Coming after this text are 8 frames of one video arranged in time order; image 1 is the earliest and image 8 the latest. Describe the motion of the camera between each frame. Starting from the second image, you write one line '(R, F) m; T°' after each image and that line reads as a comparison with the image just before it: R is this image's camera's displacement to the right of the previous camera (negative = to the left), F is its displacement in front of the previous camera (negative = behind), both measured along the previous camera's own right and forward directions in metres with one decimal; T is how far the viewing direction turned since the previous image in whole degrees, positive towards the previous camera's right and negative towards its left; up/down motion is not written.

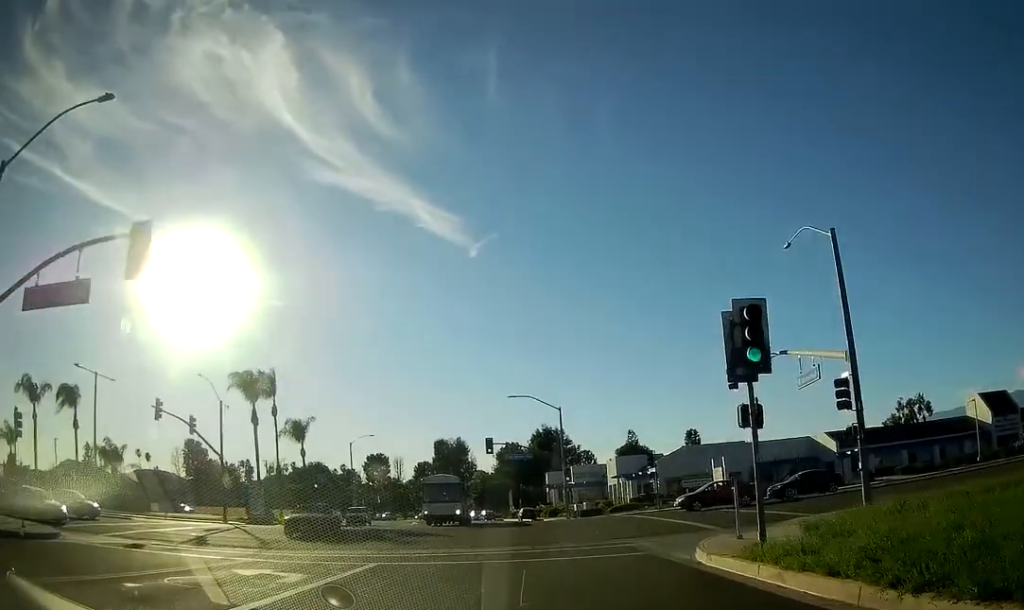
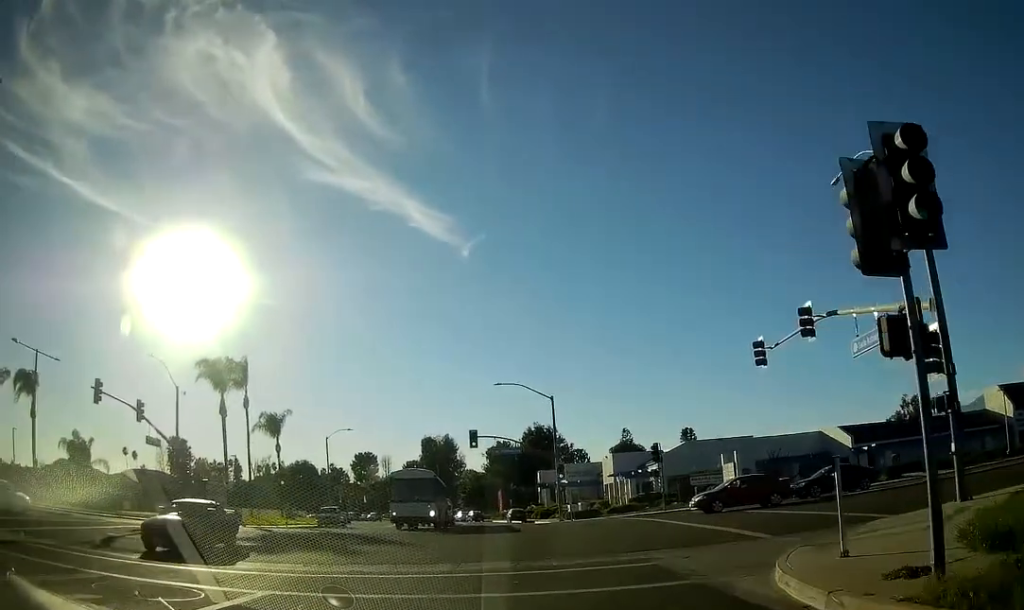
(-0.1, +6.4) m; 0°
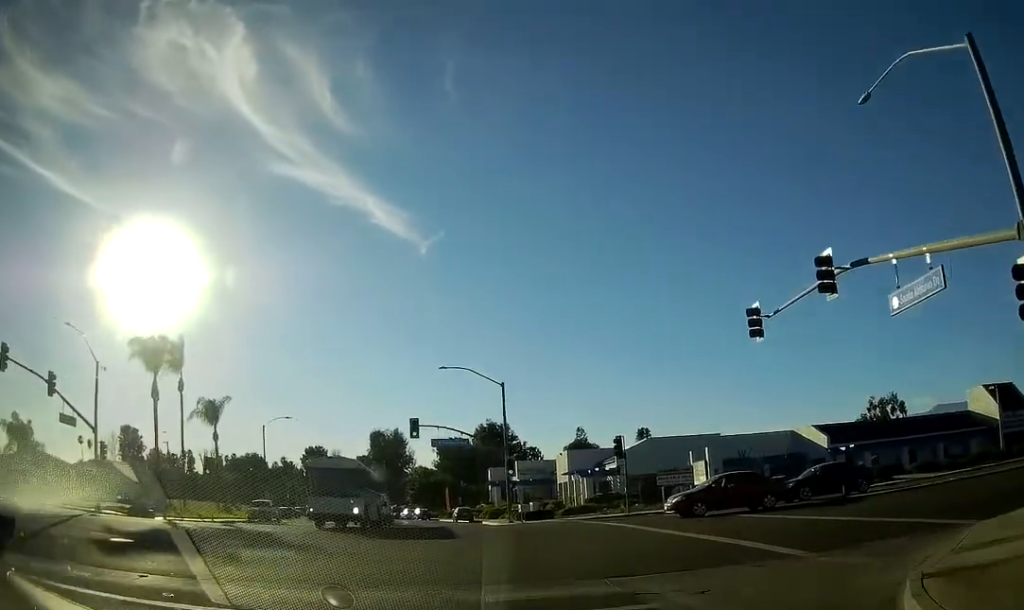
(0.0, +6.5) m; +4°
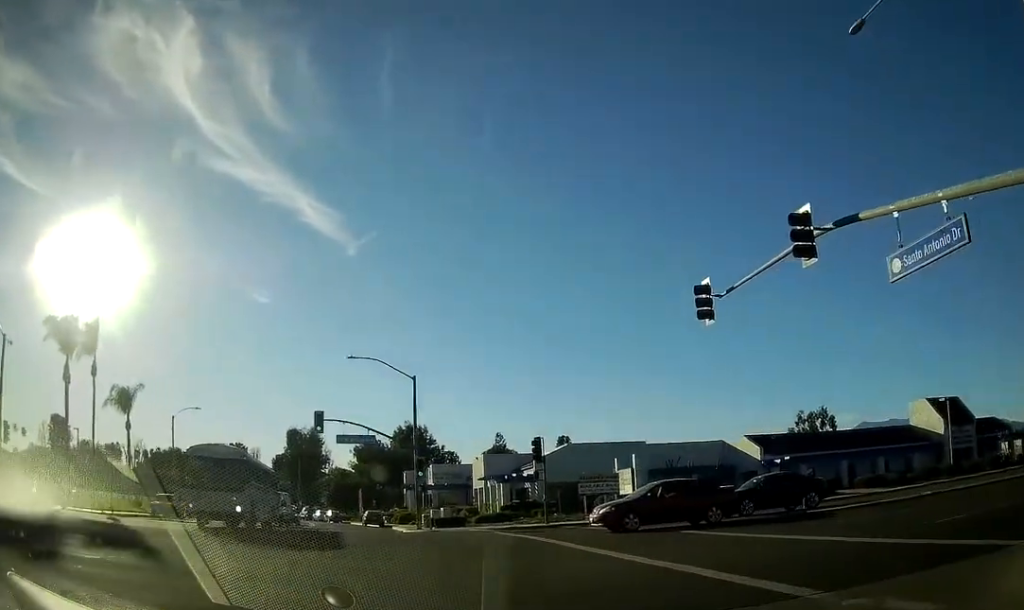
(+0.2, +4.8) m; +7°
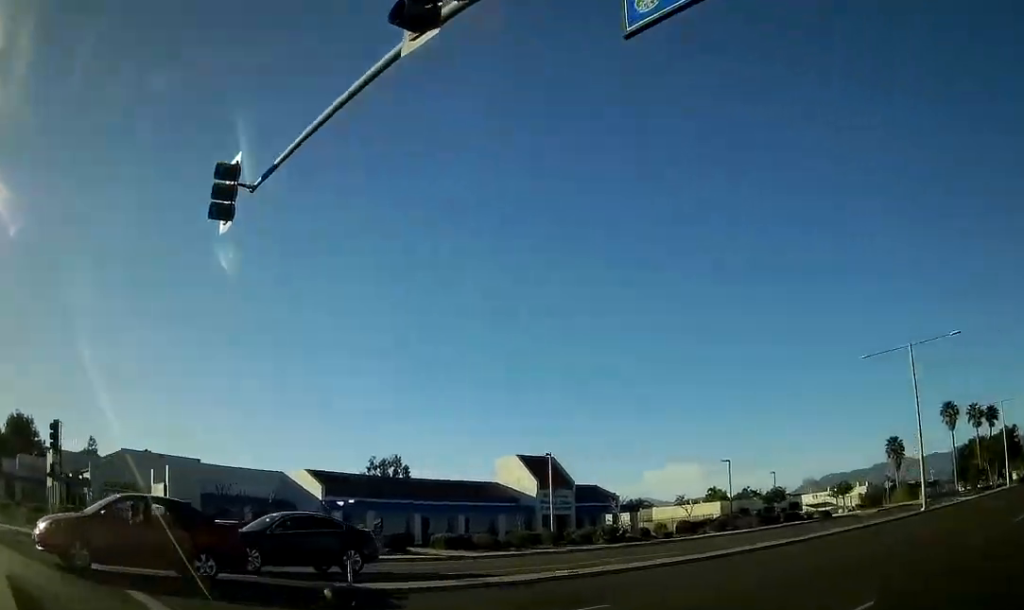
(+2.5, +11.0) m; +29°
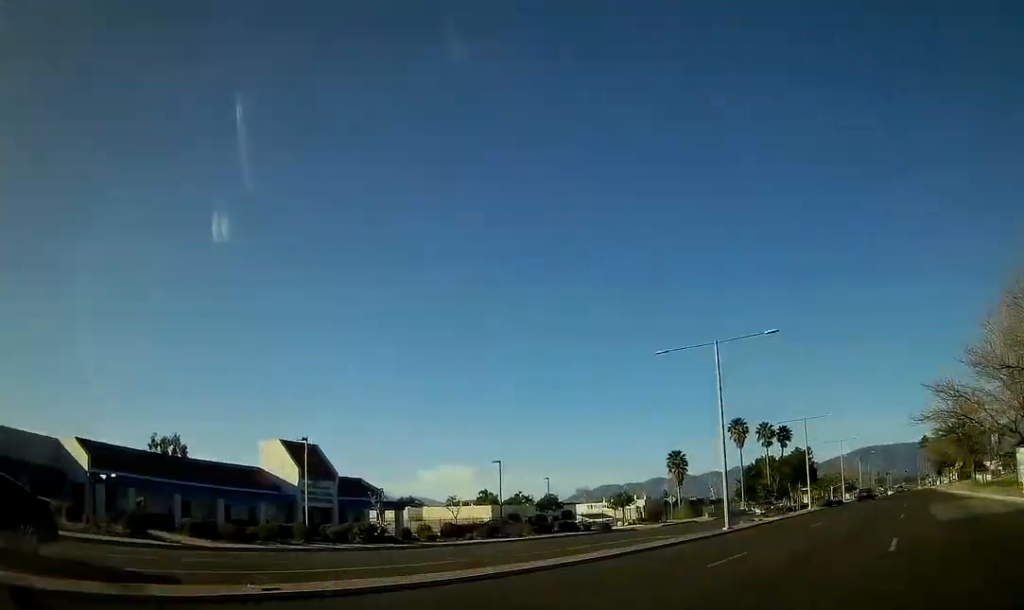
(+0.6, +5.0) m; +16°
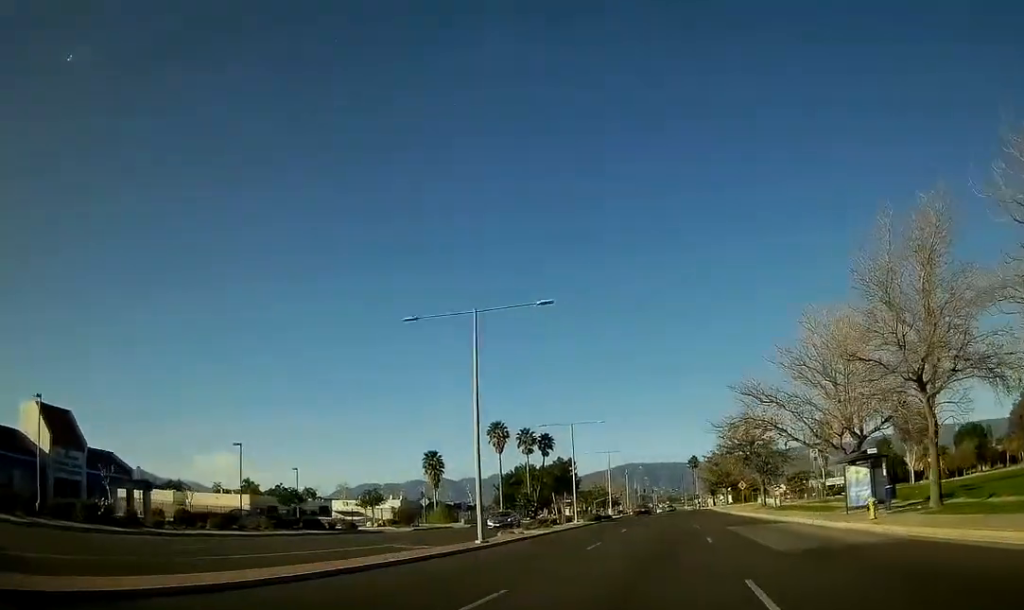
(+1.2, +6.7) m; +16°
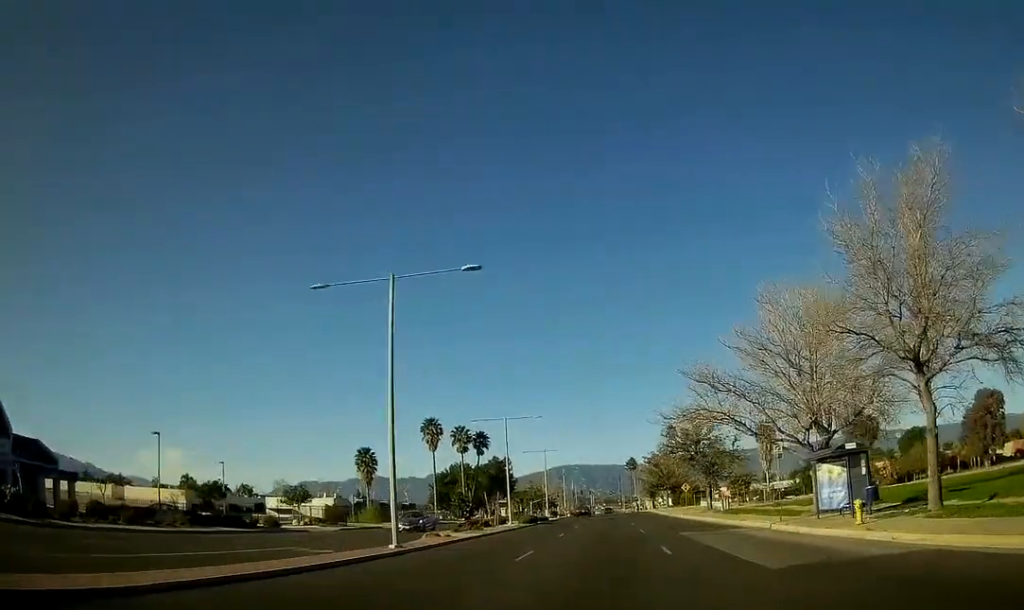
(+0.3, +4.2) m; +5°
